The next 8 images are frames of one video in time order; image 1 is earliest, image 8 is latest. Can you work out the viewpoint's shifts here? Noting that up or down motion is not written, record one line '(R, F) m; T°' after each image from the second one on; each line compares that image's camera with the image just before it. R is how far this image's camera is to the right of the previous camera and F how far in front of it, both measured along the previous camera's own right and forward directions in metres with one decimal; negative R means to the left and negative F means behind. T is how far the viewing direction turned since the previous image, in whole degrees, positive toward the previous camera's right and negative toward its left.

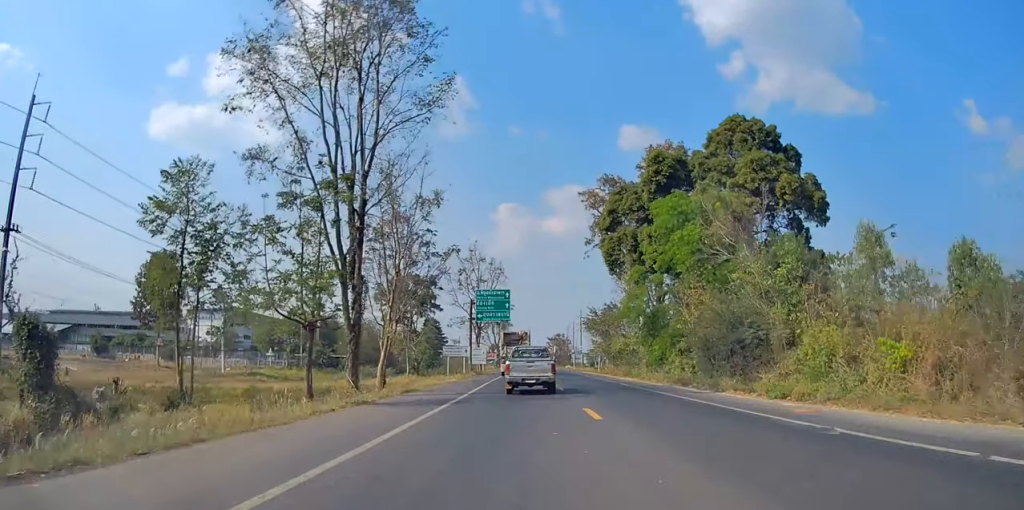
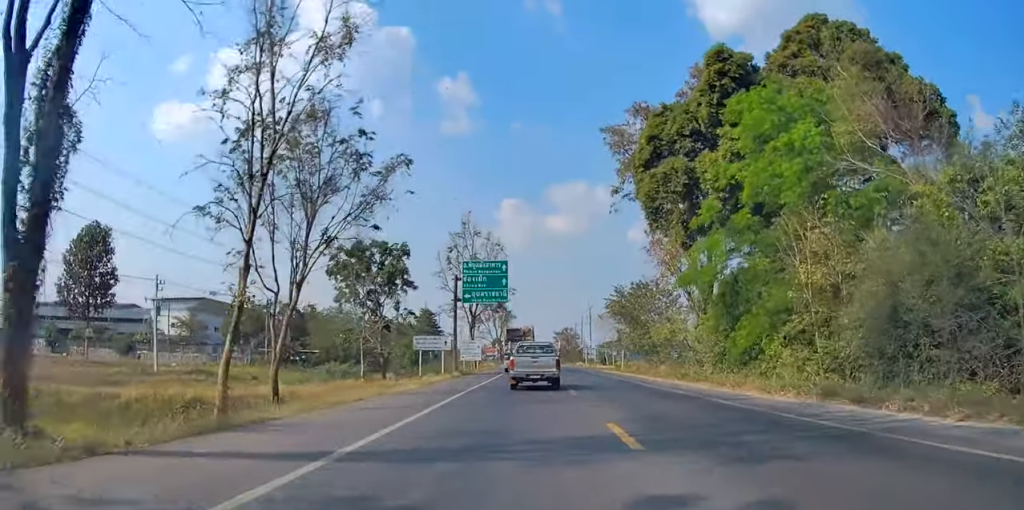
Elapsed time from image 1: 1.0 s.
(+0.5, +16.9) m; 0°
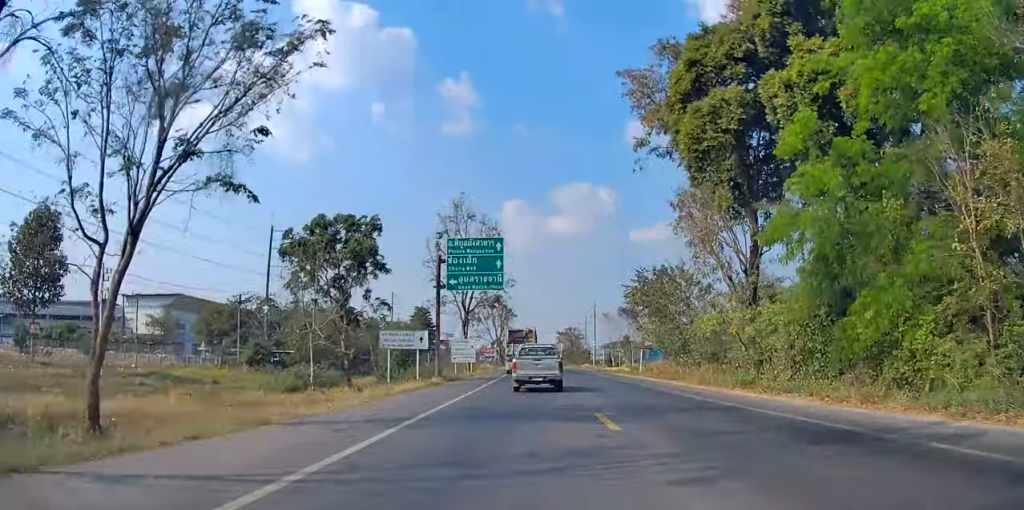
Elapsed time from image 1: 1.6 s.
(+0.2, +9.8) m; -2°
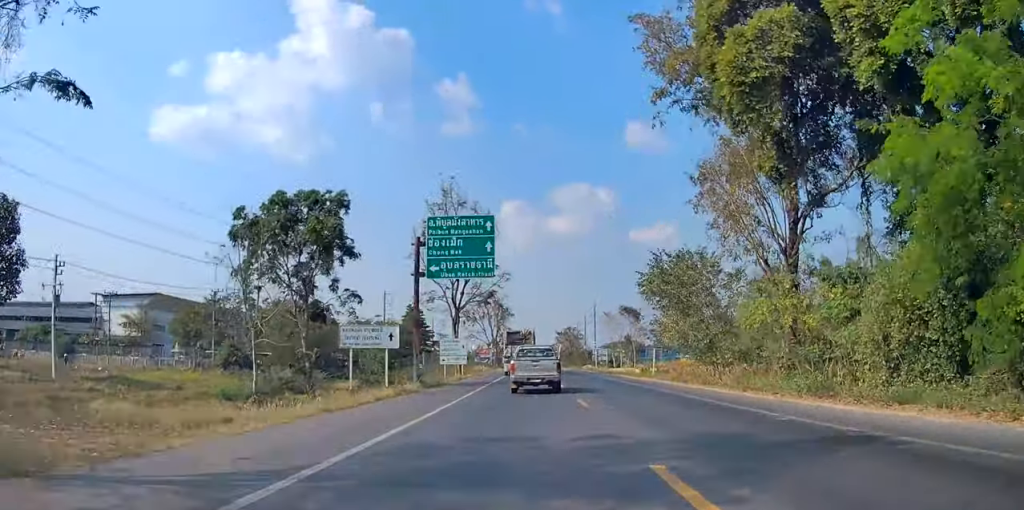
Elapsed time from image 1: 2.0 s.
(-0.3, +6.5) m; 0°
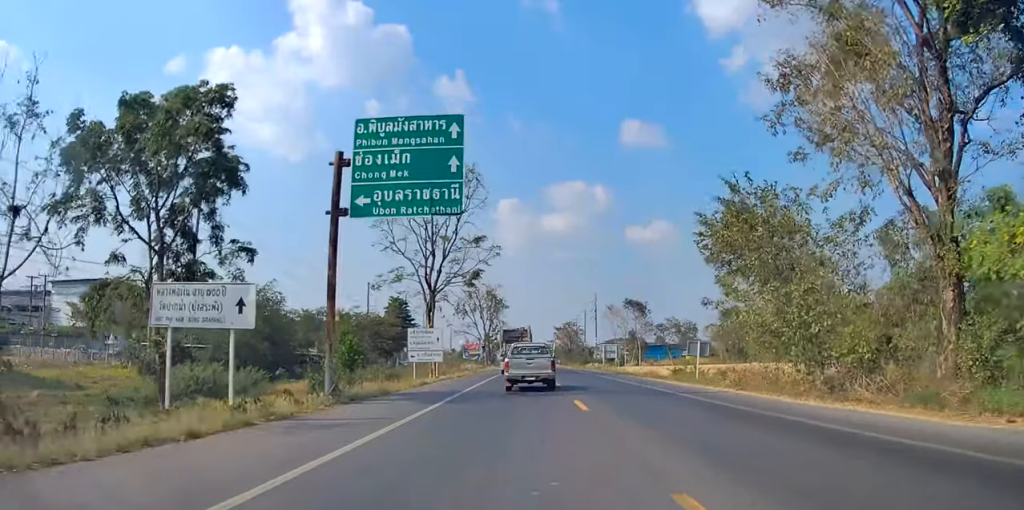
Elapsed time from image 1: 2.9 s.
(-0.3, +13.5) m; +1°
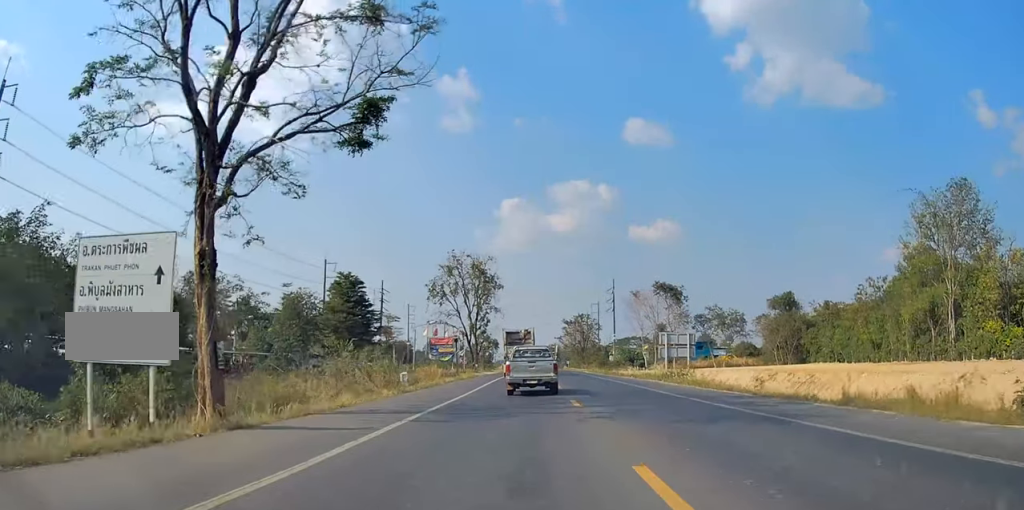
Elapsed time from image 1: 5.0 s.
(+1.4, +34.6) m; +1°
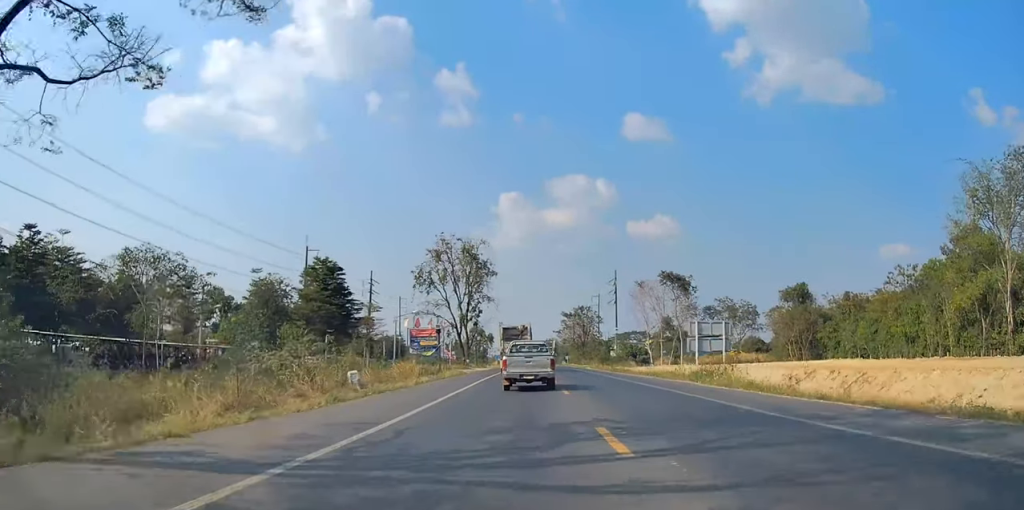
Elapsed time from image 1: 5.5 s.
(+0.2, +8.4) m; -1°
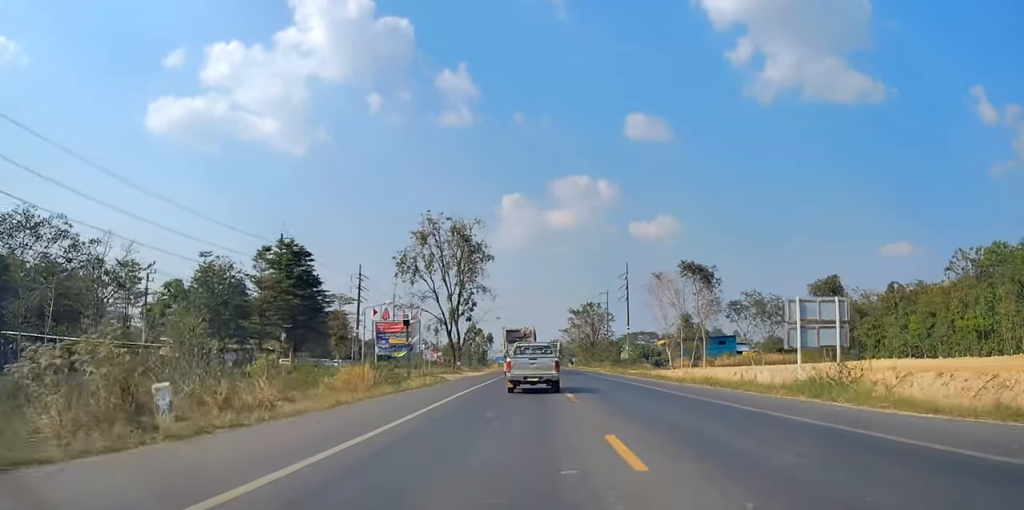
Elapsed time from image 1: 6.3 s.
(-0.6, +13.0) m; 0°
